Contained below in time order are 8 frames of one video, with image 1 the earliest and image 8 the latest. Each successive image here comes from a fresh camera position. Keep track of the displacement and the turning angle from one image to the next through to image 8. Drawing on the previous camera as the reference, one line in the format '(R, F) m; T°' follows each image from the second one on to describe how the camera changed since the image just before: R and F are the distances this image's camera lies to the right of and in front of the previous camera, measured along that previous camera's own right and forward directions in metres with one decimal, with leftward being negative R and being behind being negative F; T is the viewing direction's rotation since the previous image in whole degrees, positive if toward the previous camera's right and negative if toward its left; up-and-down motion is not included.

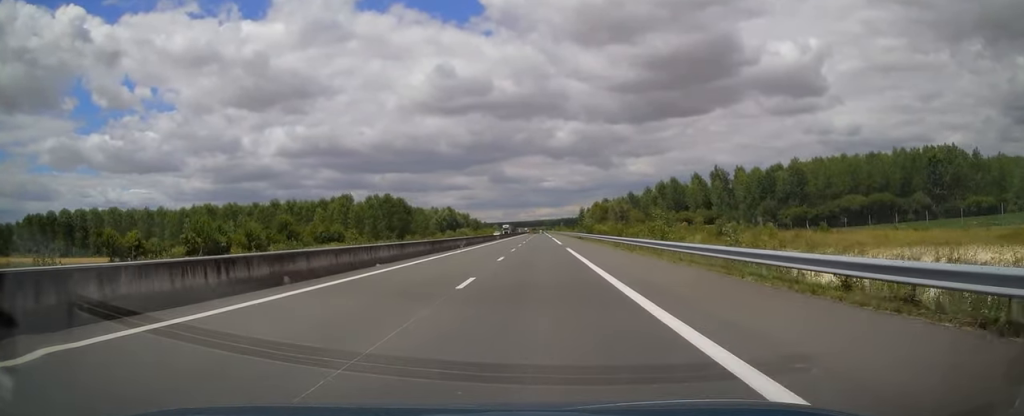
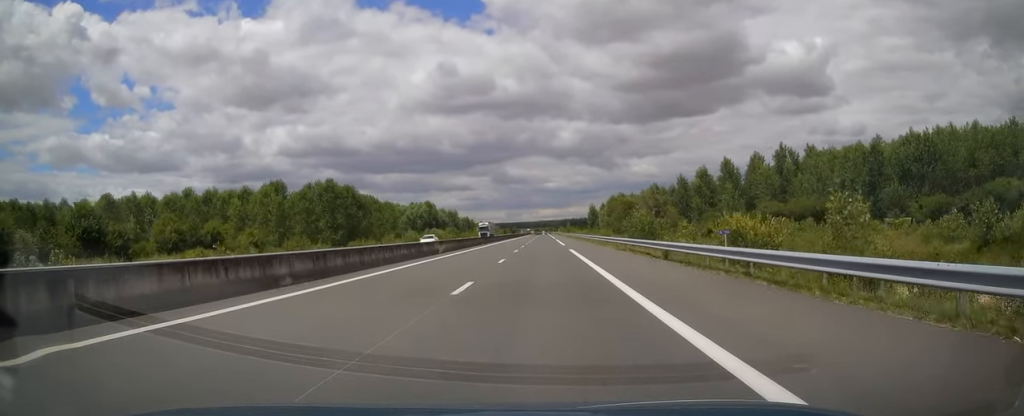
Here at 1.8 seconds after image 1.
(0.0, +52.9) m; 0°
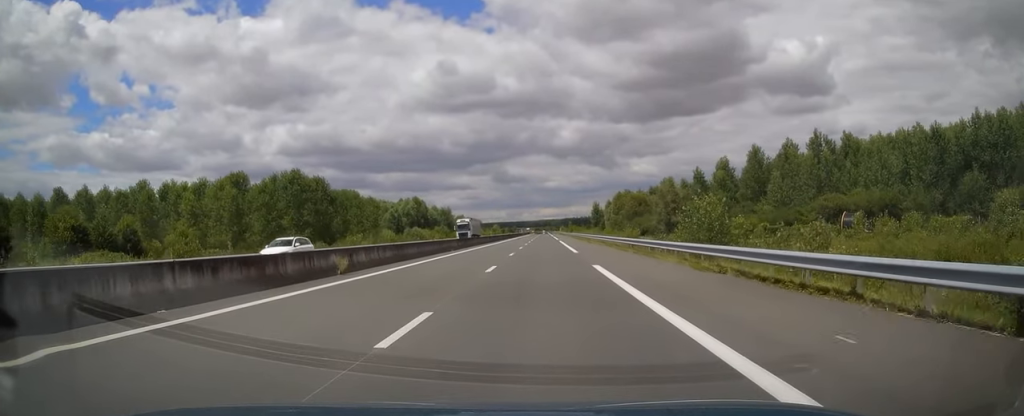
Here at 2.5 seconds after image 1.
(0.0, +19.1) m; 0°
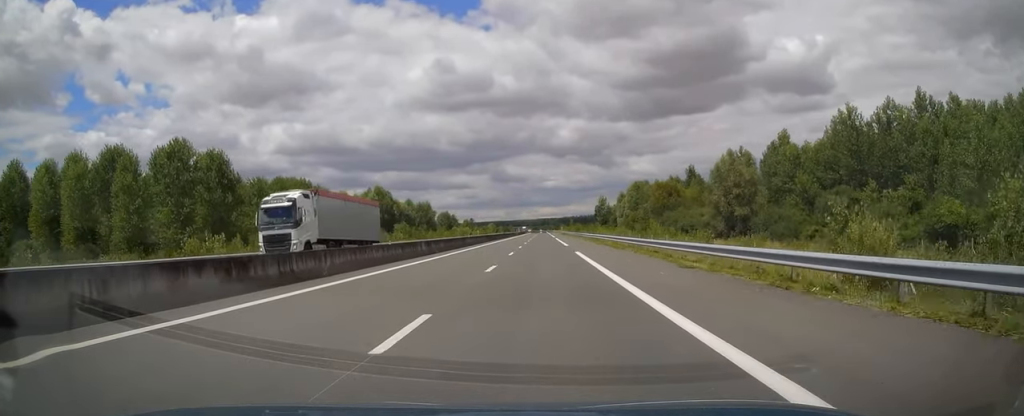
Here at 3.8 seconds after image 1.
(0.0, +39.1) m; 0°
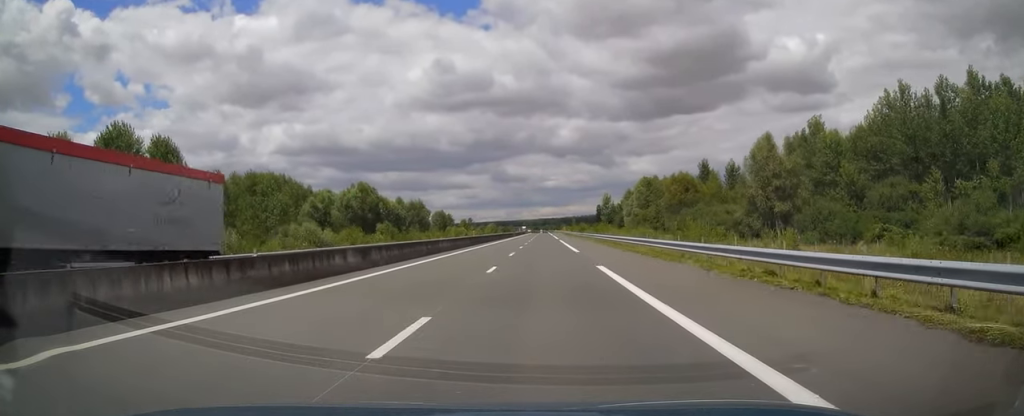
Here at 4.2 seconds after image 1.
(0.0, +13.1) m; 0°
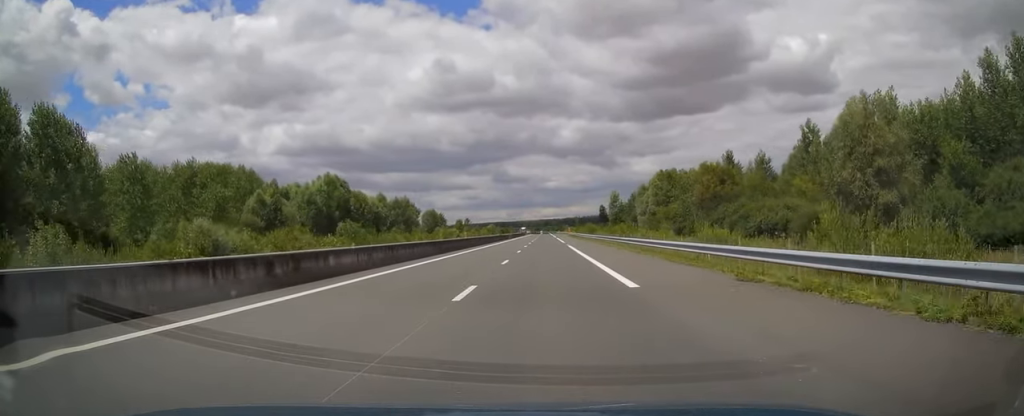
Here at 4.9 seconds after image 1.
(-0.1, +20.5) m; 0°
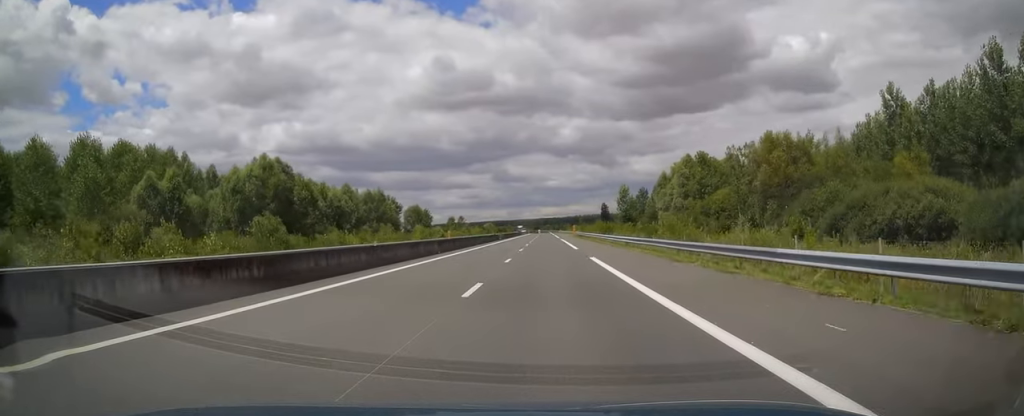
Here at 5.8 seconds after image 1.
(-0.2, +25.3) m; 0°
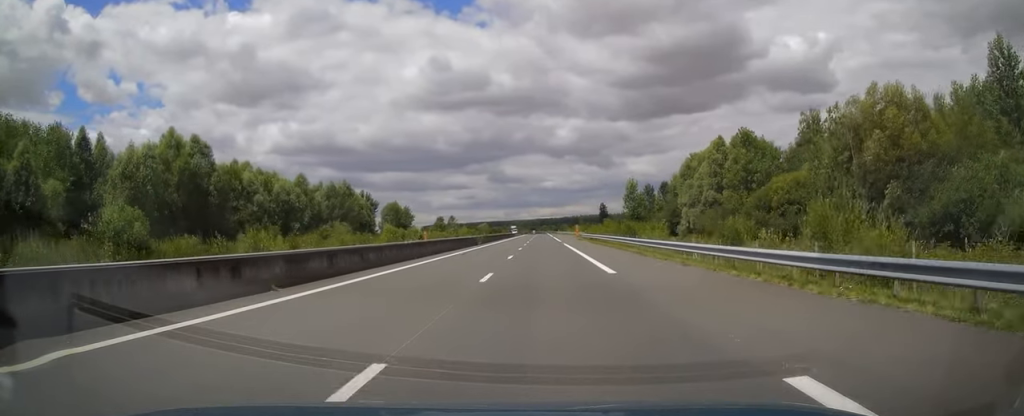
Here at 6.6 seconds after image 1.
(+0.2, +21.9) m; +1°
